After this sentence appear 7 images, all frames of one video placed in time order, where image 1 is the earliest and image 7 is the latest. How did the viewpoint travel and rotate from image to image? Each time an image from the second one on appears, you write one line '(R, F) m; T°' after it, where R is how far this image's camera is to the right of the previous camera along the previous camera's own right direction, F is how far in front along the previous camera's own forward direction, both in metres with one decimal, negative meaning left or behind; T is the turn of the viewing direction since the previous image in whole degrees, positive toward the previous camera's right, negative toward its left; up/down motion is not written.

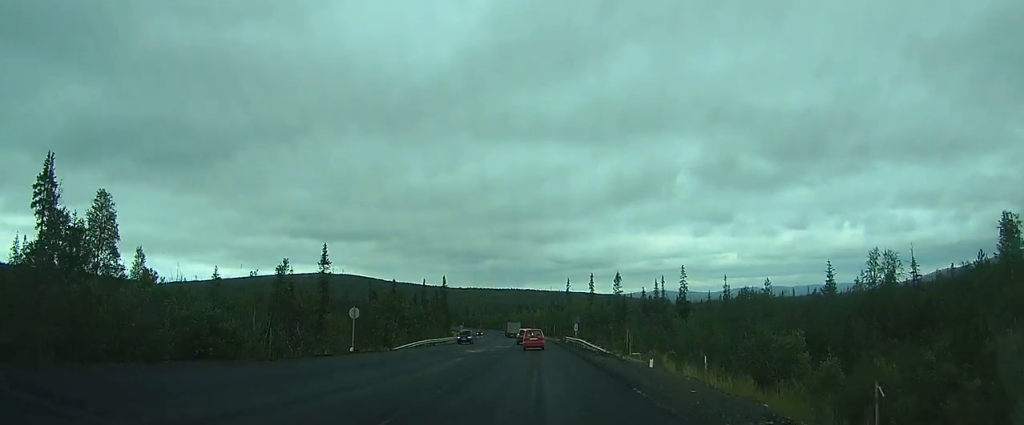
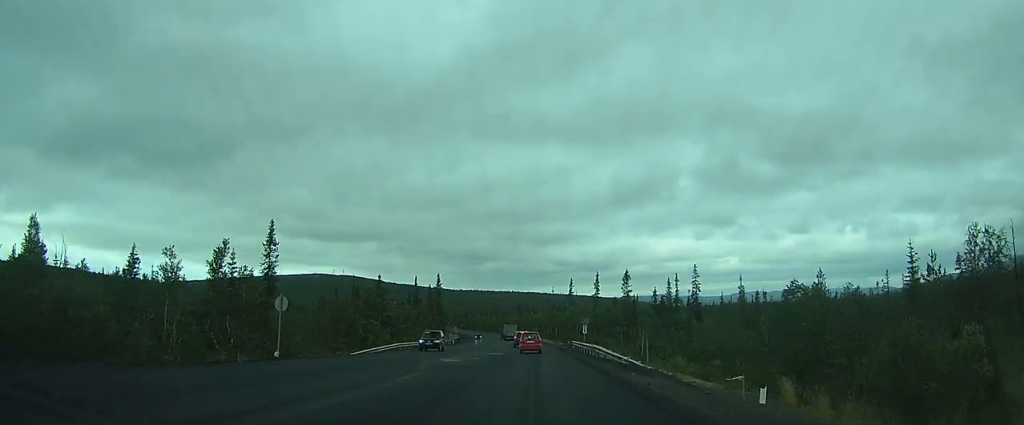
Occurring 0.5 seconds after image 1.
(0.0, +11.5) m; 0°
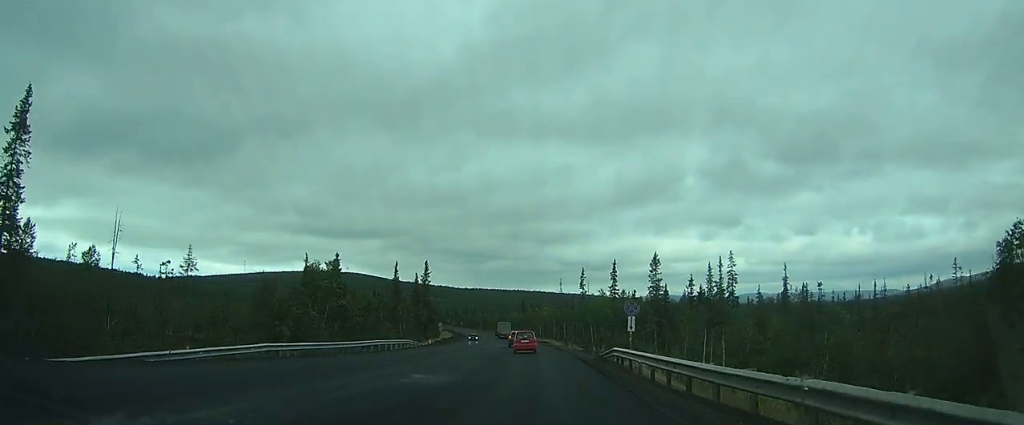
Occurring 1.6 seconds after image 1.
(-0.2, +24.8) m; -1°
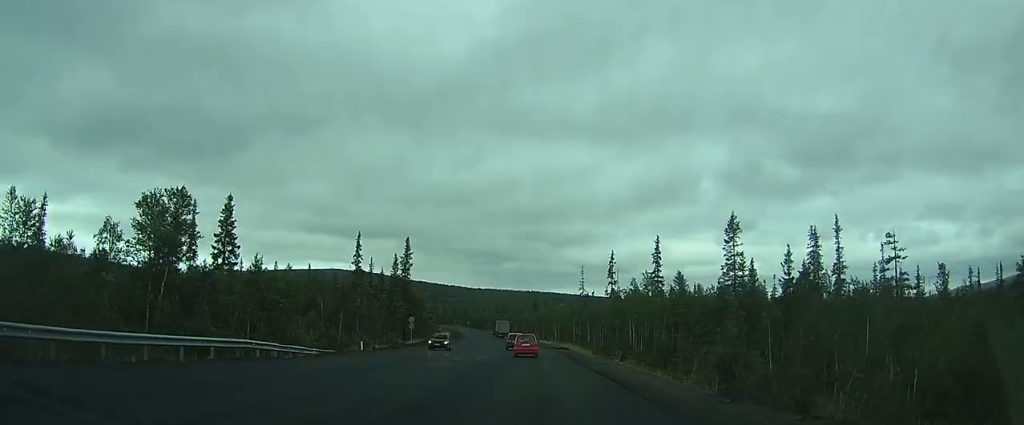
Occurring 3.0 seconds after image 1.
(-0.2, +32.9) m; -2°
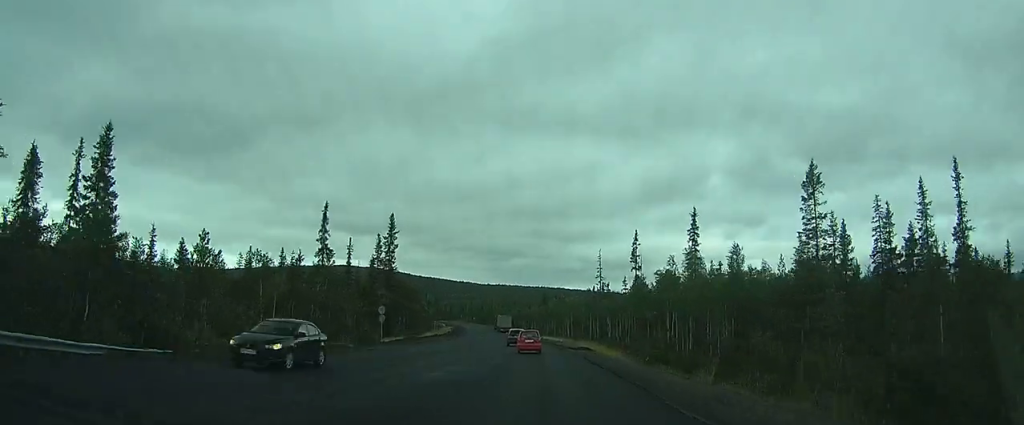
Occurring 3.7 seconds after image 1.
(-0.2, +17.4) m; -1°
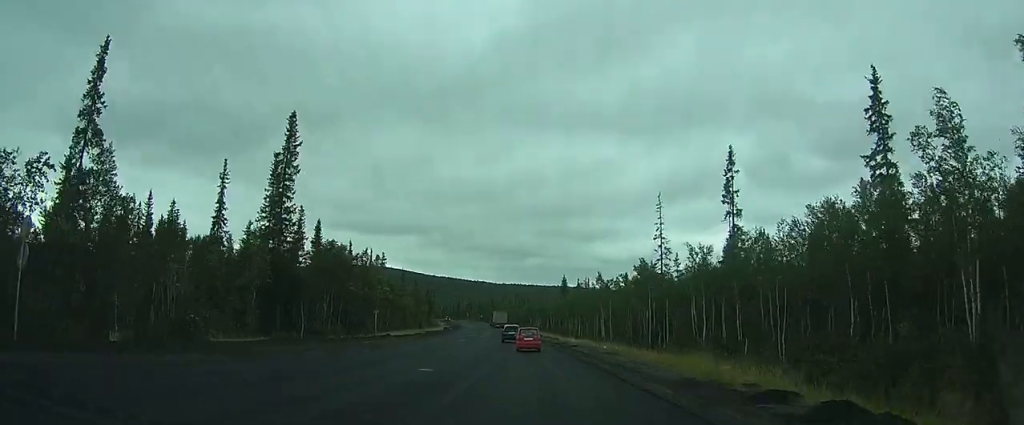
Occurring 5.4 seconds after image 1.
(-0.7, +41.7) m; -2°
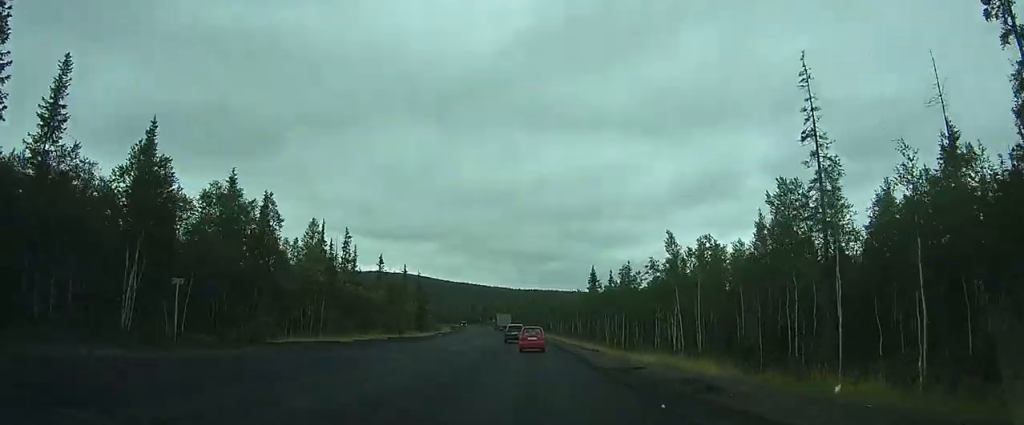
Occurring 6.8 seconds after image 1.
(-0.6, +33.3) m; -1°
